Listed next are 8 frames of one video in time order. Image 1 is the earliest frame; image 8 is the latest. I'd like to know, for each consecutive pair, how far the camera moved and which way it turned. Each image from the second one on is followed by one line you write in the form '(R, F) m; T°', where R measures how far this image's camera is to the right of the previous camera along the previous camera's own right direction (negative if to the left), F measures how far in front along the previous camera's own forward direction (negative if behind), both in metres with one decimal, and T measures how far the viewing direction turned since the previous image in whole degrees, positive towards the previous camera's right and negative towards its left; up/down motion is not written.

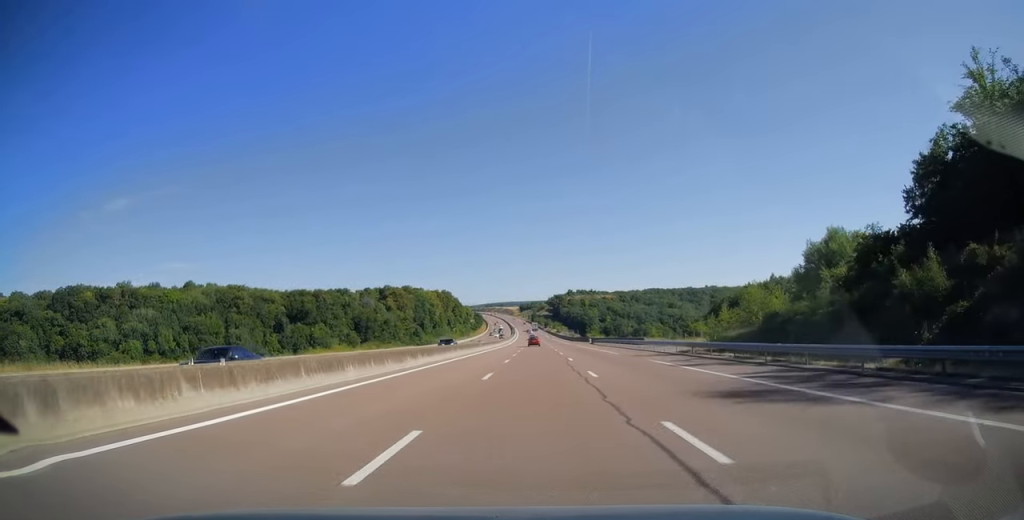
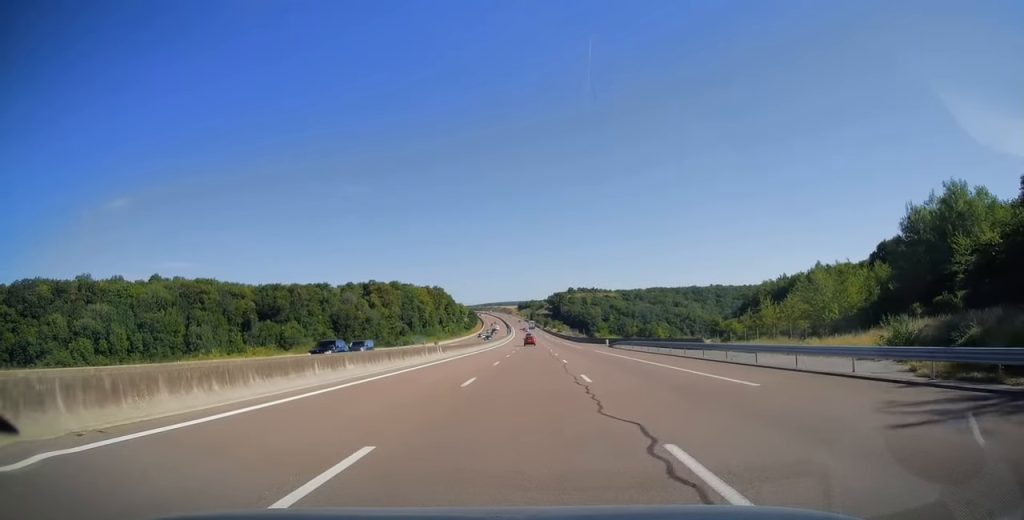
(-0.1, +28.1) m; 0°
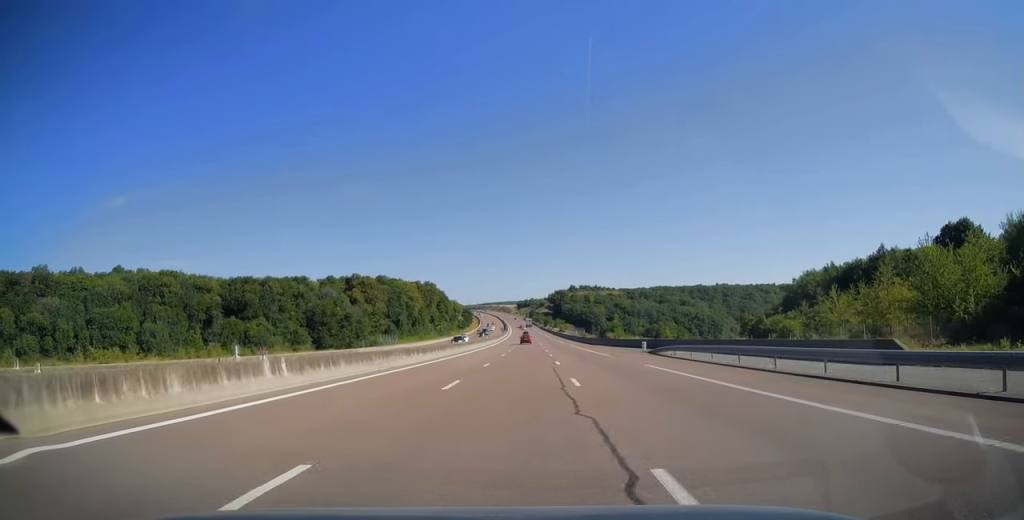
(-0.1, +27.0) m; 0°
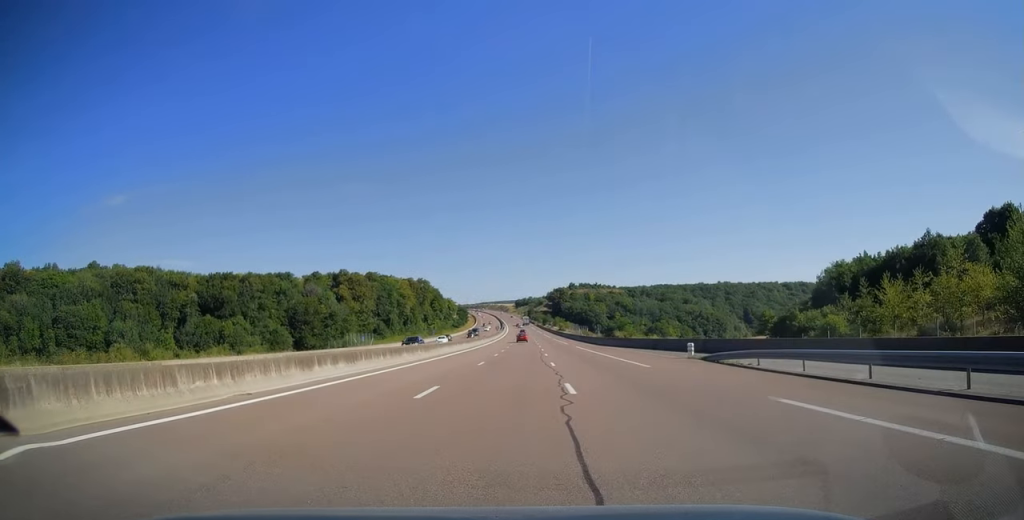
(0.0, +15.1) m; 0°
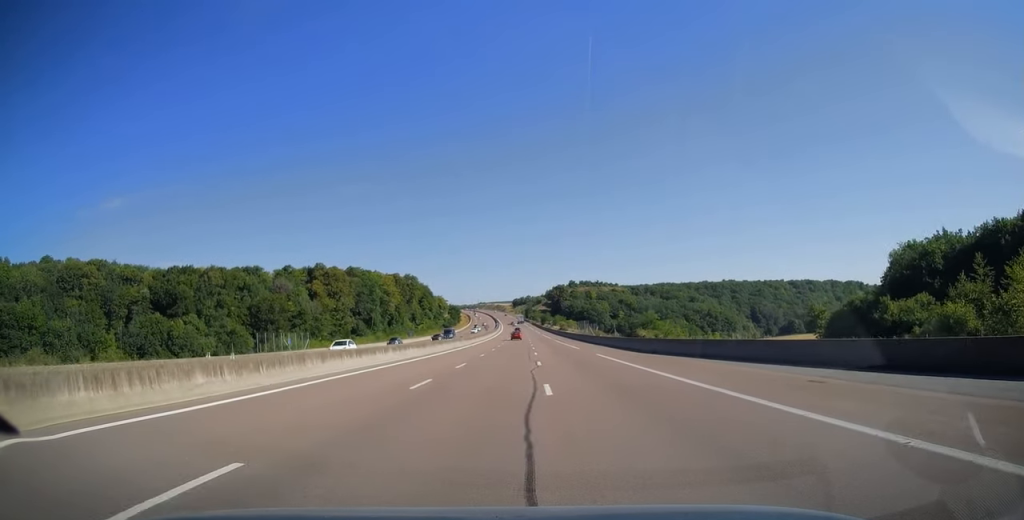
(+0.1, +26.3) m; 0°
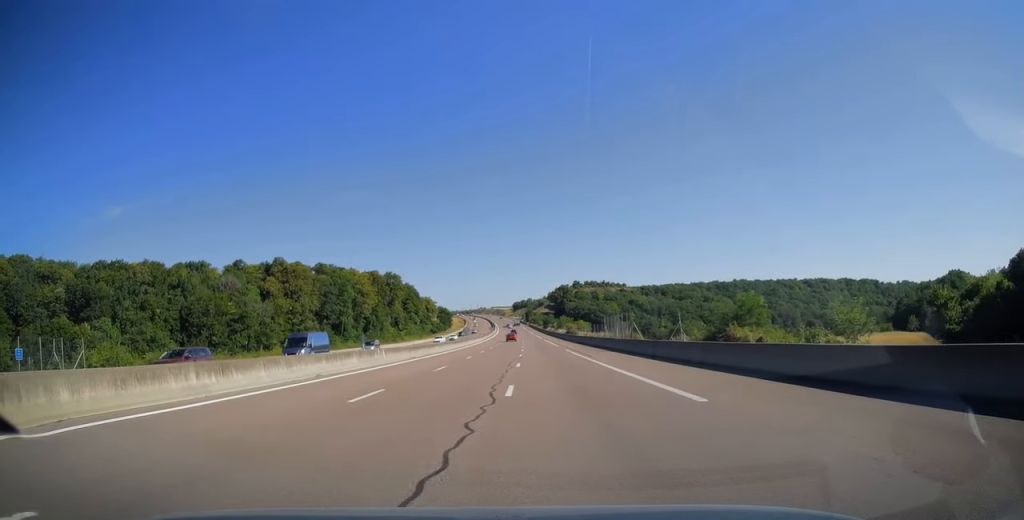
(-0.2, +38.3) m; 0°
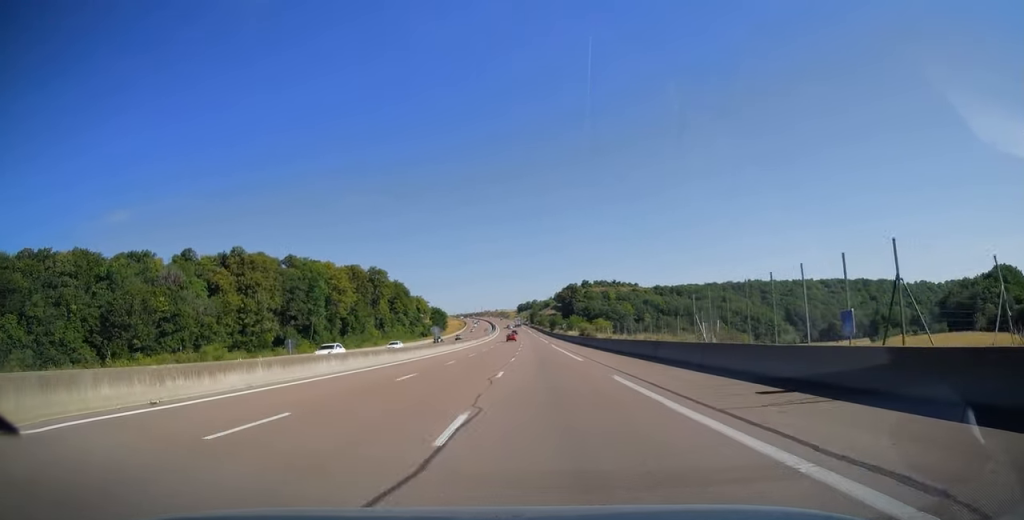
(0.0, +31.8) m; 0°
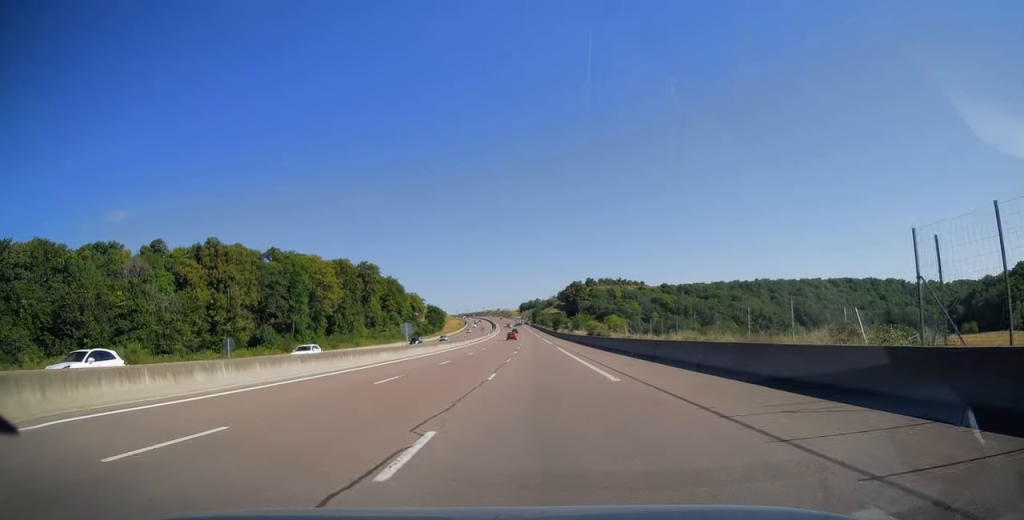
(0.0, +15.1) m; 0°
